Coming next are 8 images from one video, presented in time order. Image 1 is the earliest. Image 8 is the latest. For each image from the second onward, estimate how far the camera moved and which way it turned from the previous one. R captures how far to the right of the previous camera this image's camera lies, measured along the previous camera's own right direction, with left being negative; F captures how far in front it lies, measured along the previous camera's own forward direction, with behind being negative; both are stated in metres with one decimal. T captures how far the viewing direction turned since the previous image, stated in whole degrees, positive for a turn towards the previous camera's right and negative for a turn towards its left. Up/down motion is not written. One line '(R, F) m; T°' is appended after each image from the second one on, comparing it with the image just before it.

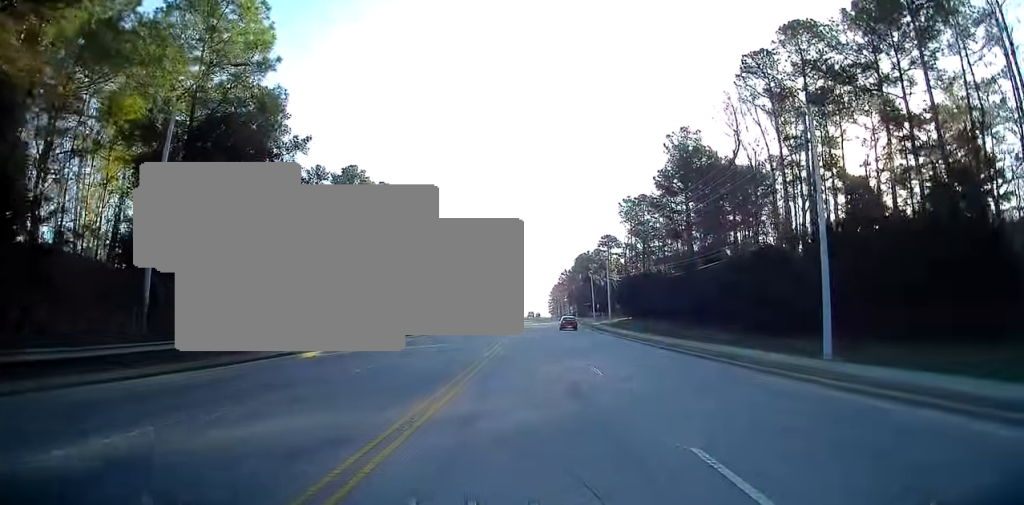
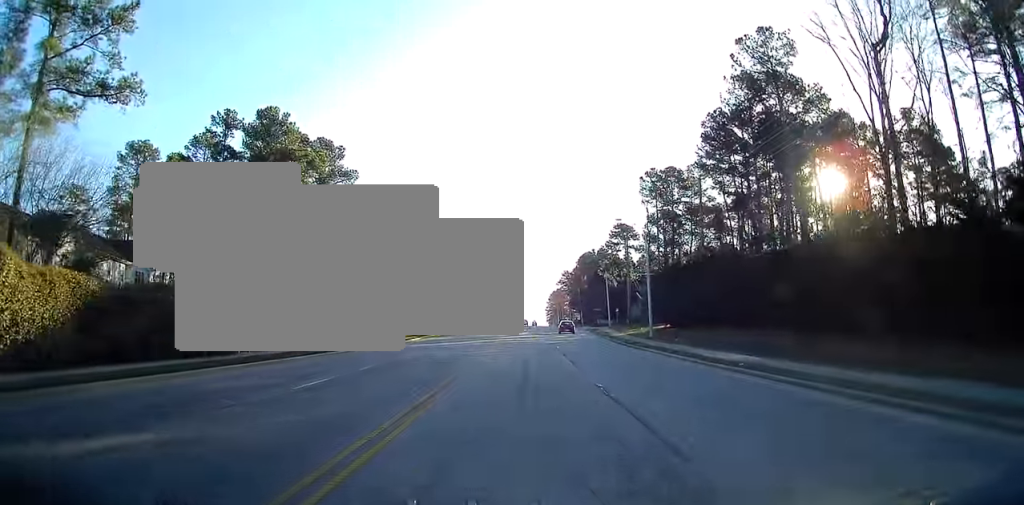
(-0.2, +28.1) m; -1°
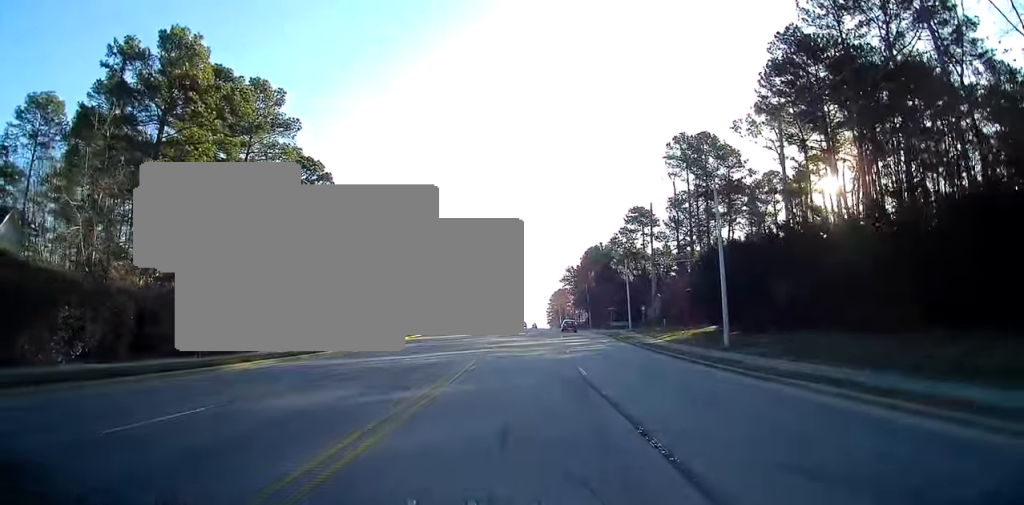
(0.0, +18.6) m; +1°
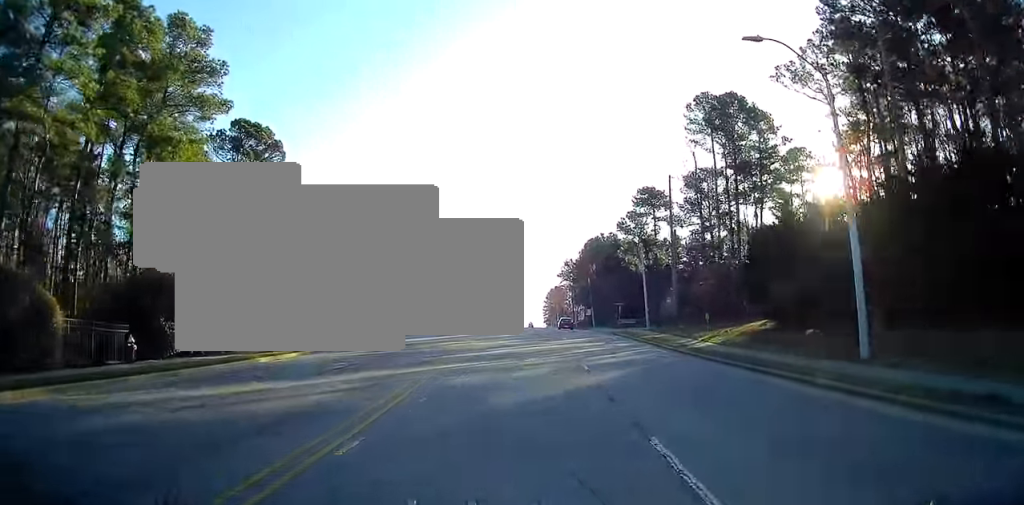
(+0.3, +12.9) m; 0°
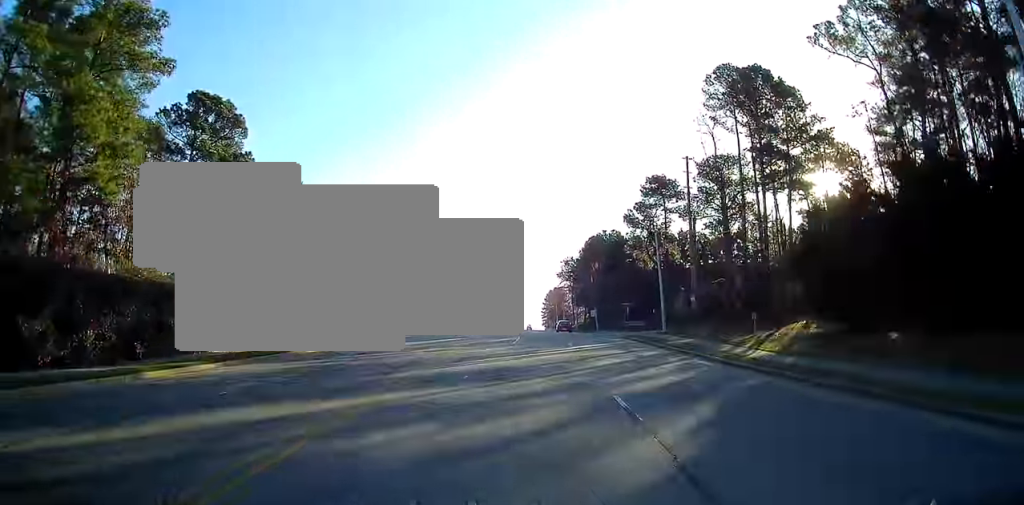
(+0.1, +7.9) m; 0°
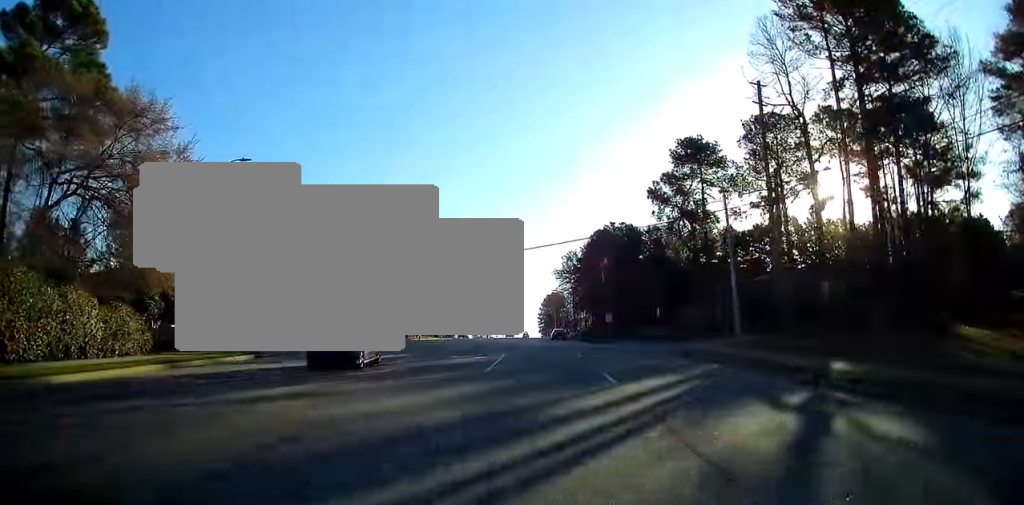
(-0.3, +18.7) m; 0°
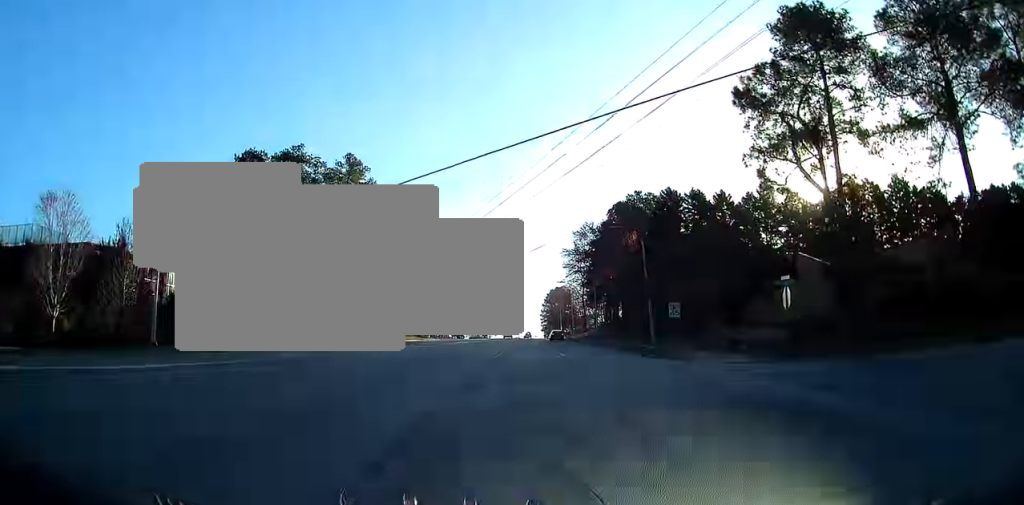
(+0.3, +26.2) m; 0°
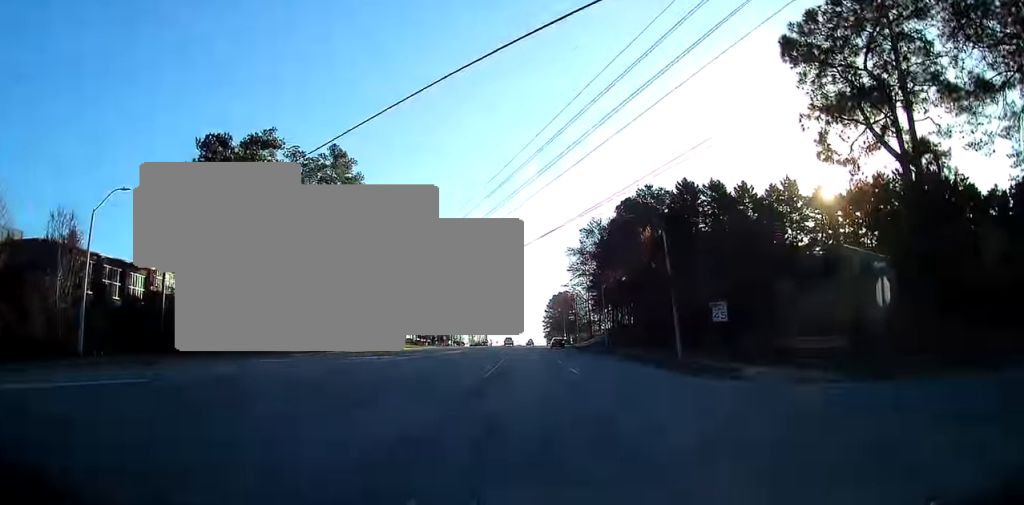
(0.0, +7.4) m; -1°
